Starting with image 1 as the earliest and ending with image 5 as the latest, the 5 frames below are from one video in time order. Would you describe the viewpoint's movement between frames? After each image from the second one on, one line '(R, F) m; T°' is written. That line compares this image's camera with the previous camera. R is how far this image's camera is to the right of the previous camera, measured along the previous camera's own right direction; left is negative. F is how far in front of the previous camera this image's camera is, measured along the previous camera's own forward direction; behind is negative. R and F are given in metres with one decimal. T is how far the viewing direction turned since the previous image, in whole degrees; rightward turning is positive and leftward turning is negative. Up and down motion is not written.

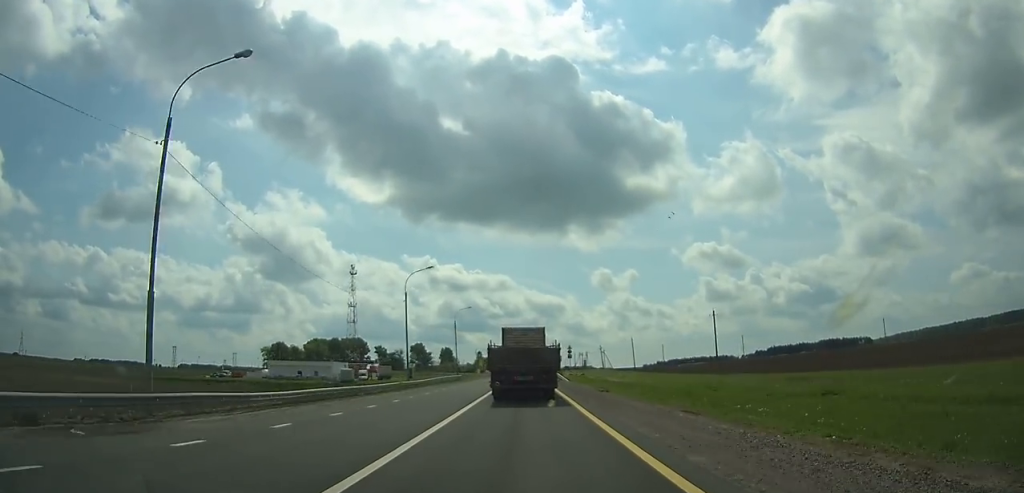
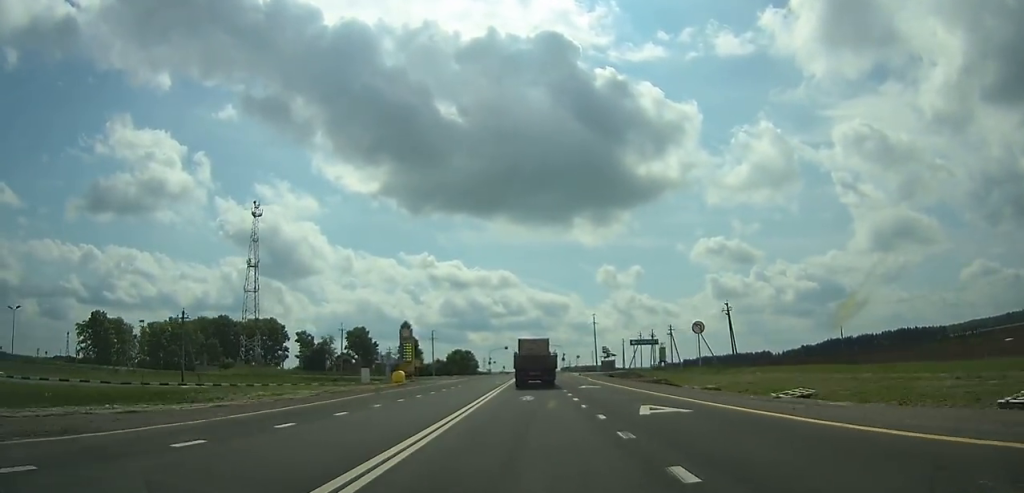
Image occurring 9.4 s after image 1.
(-0.3, +144.2) m; 0°
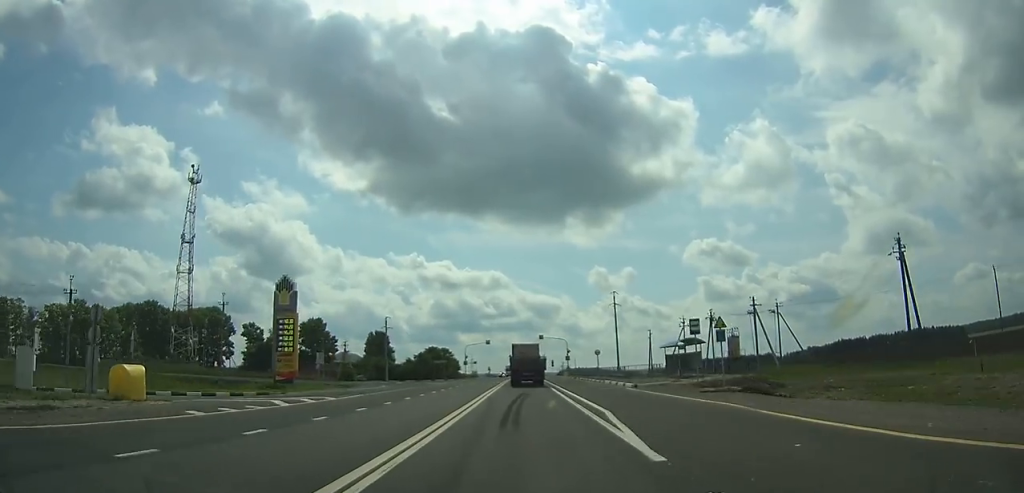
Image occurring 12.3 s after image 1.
(0.0, +44.4) m; 0°
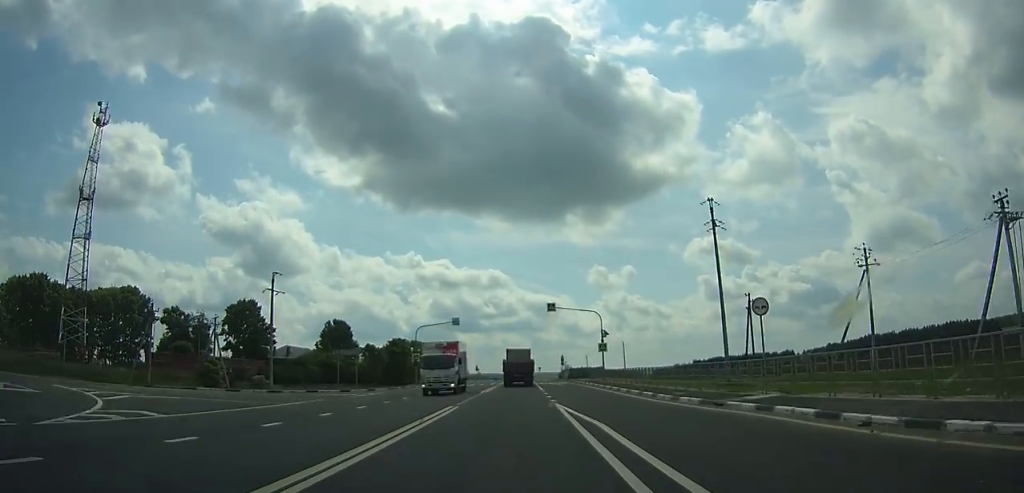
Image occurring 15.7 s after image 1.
(+0.2, +54.1) m; 0°
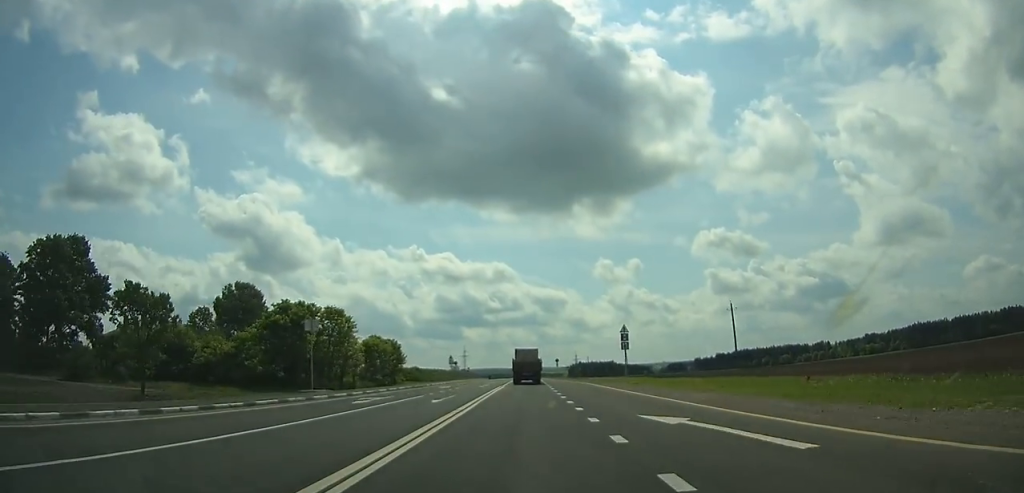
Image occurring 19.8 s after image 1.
(-0.2, +69.2) m; -1°
